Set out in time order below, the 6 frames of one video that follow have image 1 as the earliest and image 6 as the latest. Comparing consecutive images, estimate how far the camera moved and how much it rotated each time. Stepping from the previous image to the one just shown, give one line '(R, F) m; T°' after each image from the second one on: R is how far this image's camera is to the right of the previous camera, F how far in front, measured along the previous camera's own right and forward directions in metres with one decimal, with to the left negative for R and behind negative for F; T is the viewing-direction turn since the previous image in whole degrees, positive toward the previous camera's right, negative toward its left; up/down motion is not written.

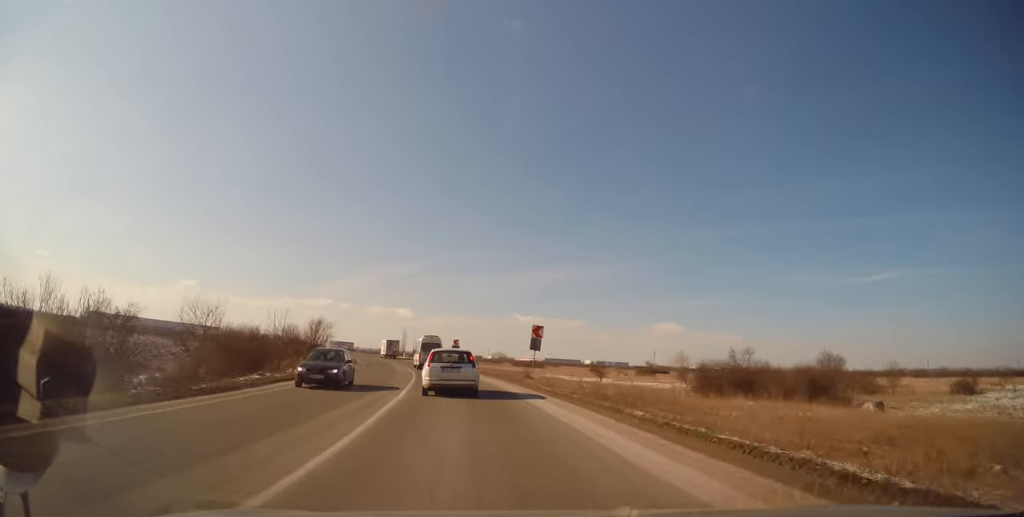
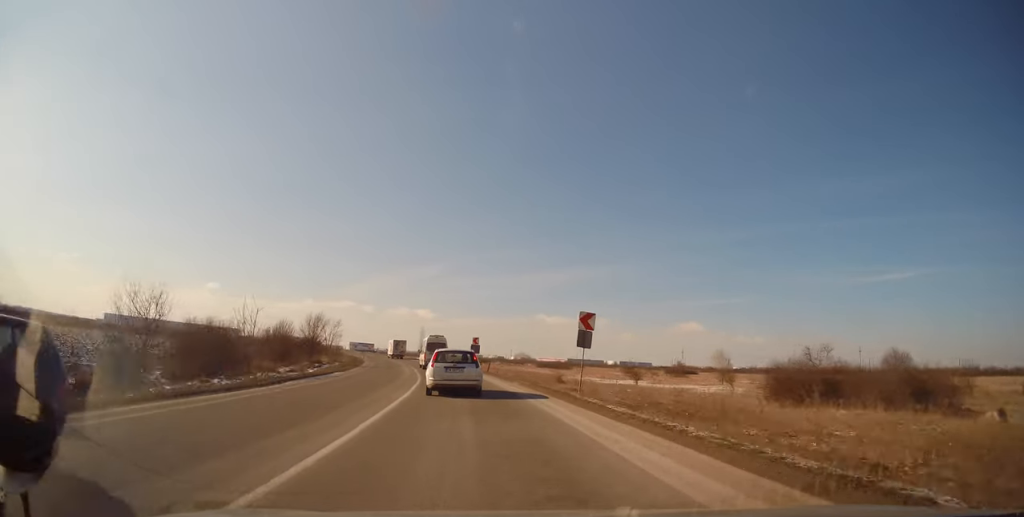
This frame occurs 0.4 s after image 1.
(-0.4, +8.0) m; -3°
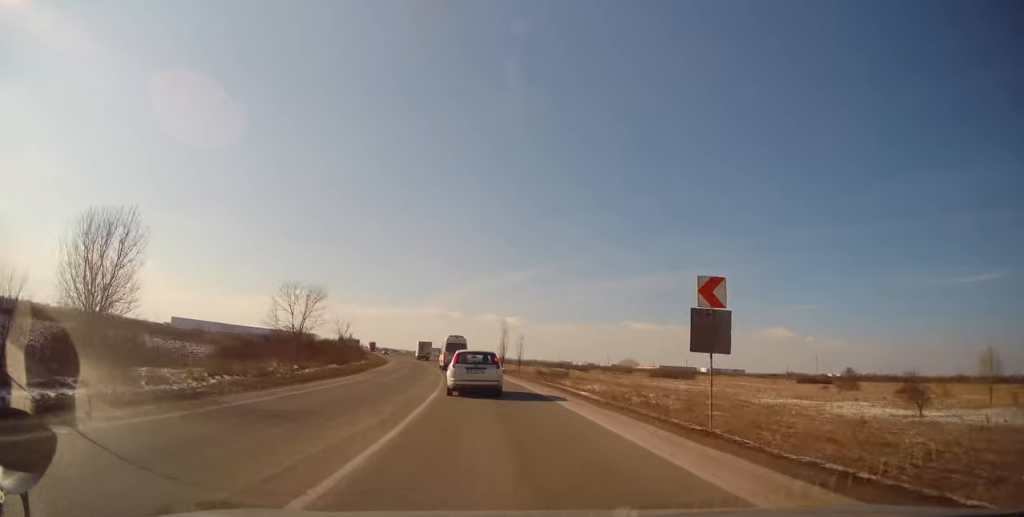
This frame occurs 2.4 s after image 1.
(-3.0, +40.2) m; -9°
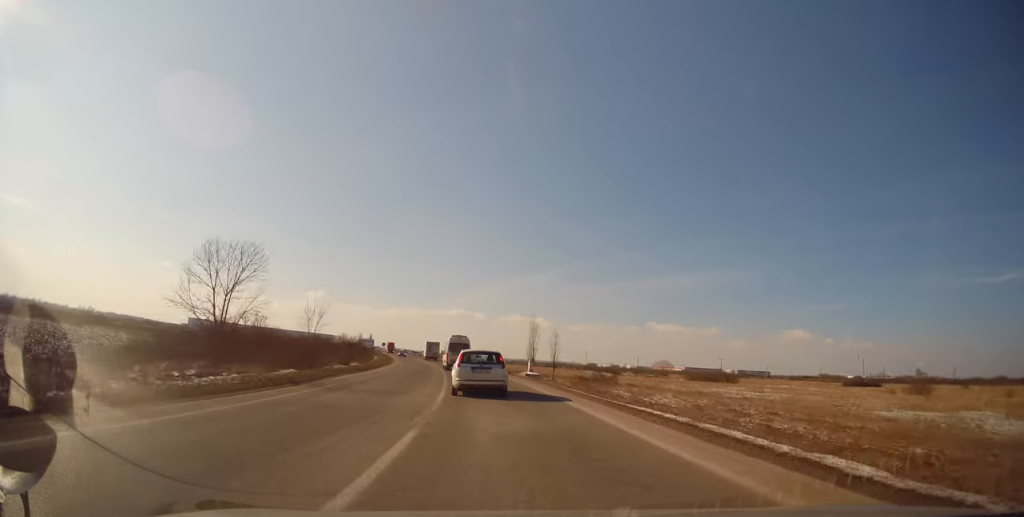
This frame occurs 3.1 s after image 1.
(-0.5, +14.1) m; -3°
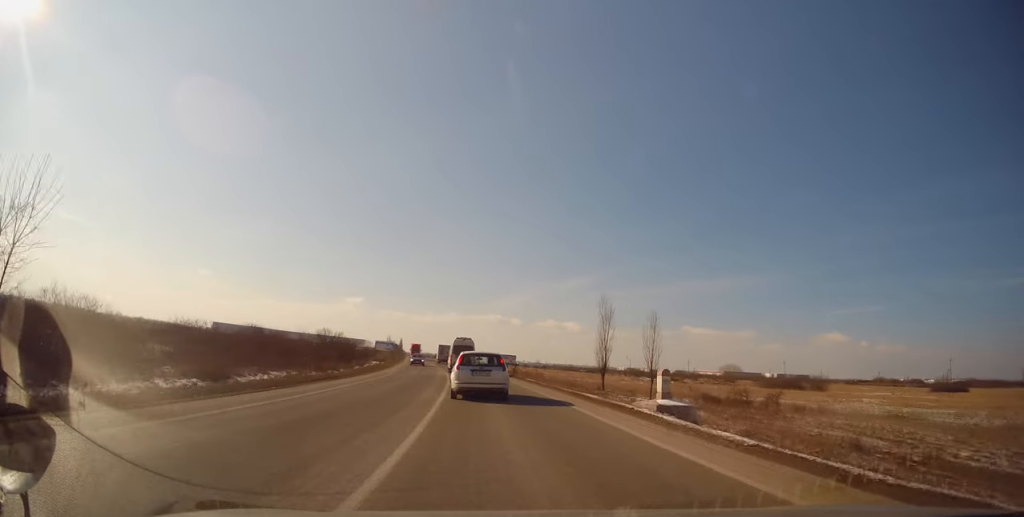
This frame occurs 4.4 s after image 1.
(-1.4, +26.0) m; -4°
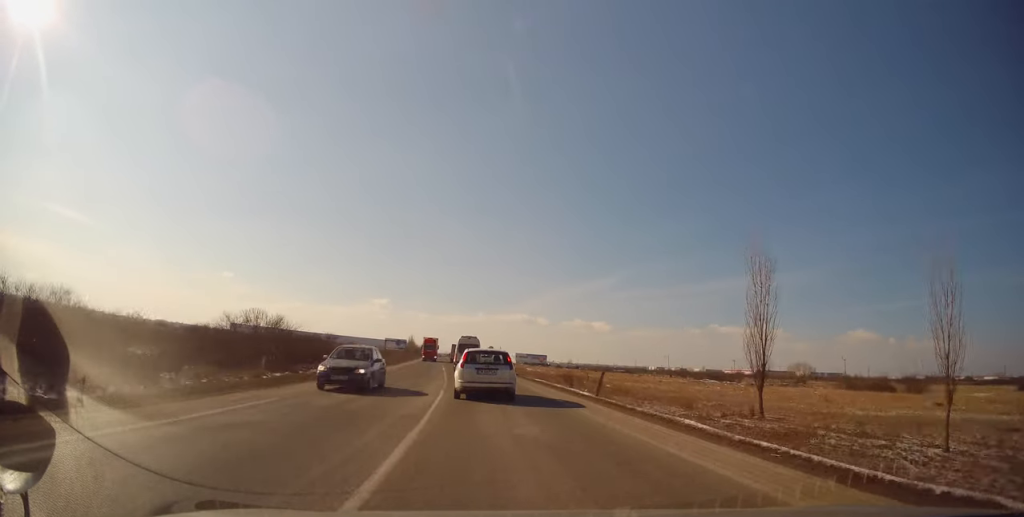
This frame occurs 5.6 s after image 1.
(-0.2, +23.9) m; -2°
